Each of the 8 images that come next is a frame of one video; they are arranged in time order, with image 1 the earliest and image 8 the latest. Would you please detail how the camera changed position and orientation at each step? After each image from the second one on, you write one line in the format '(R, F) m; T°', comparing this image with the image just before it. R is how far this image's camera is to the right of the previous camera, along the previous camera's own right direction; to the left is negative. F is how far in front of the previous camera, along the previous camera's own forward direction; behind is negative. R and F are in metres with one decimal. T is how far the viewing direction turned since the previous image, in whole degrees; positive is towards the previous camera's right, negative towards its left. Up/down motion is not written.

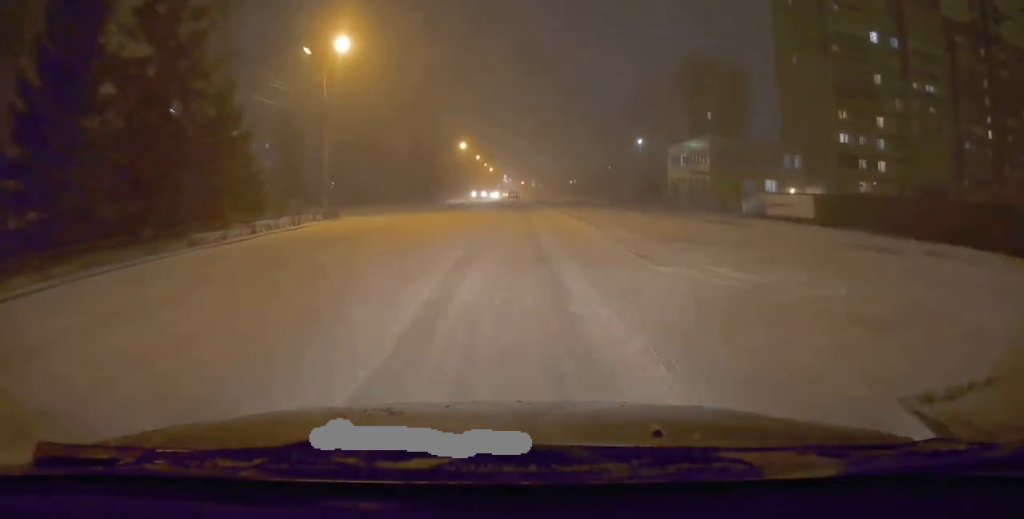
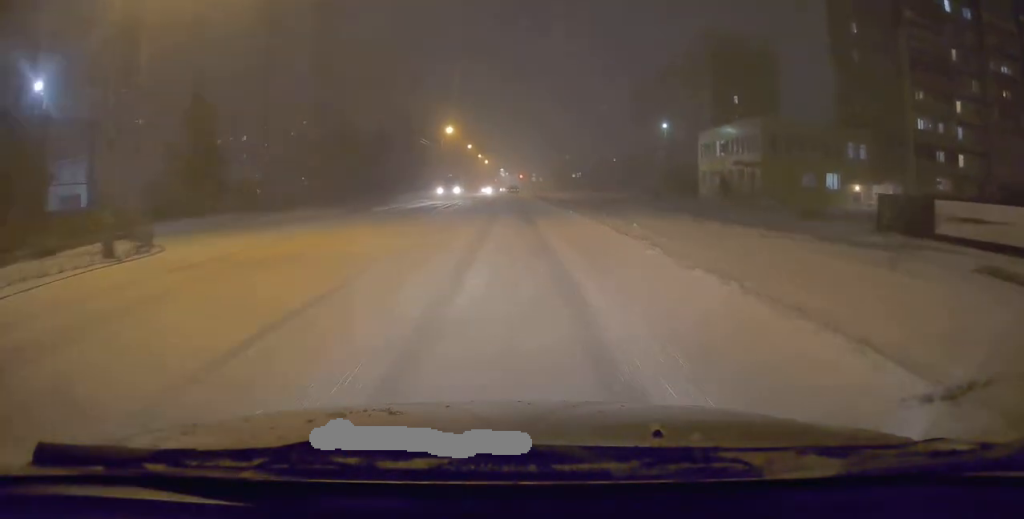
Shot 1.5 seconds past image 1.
(-0.2, +16.4) m; -2°
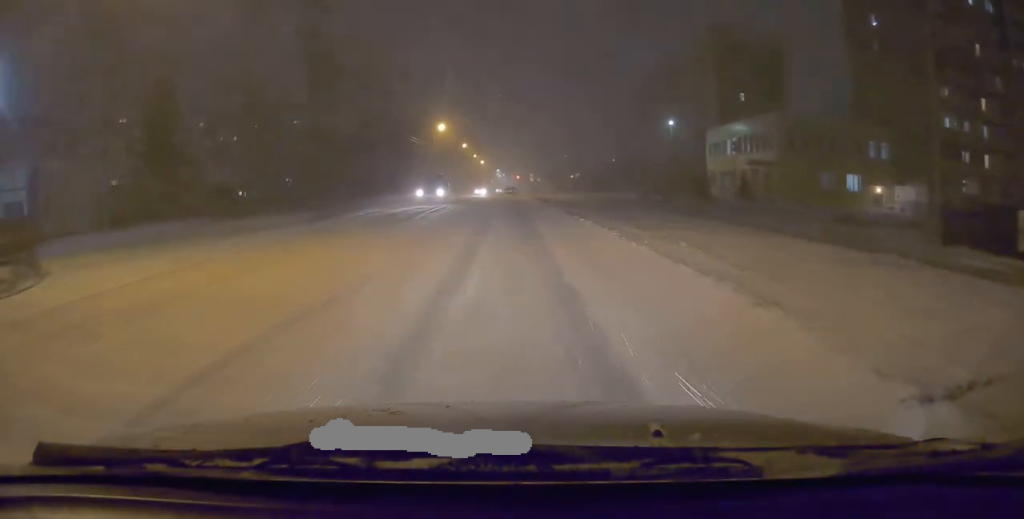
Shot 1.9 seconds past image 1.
(-0.1, +4.8) m; 0°
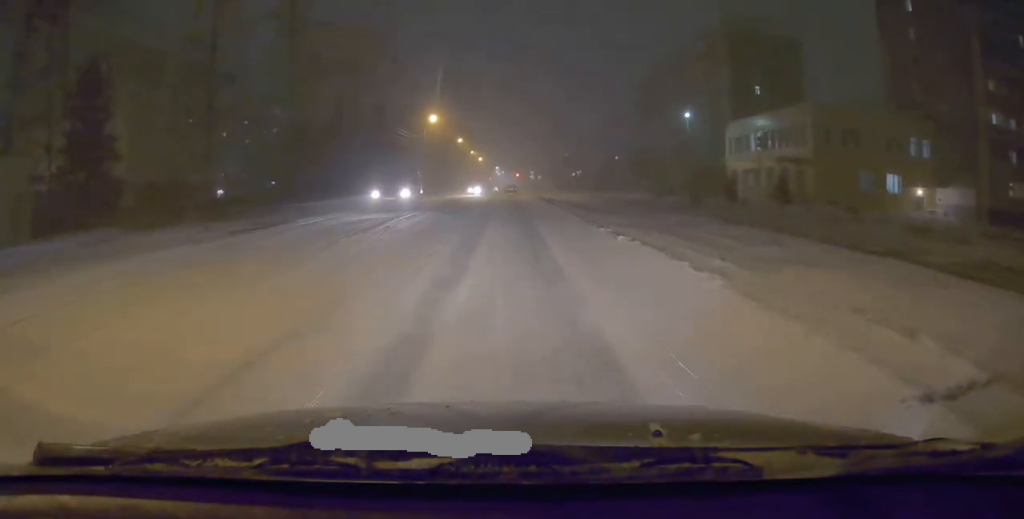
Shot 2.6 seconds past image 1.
(0.0, +7.0) m; +1°
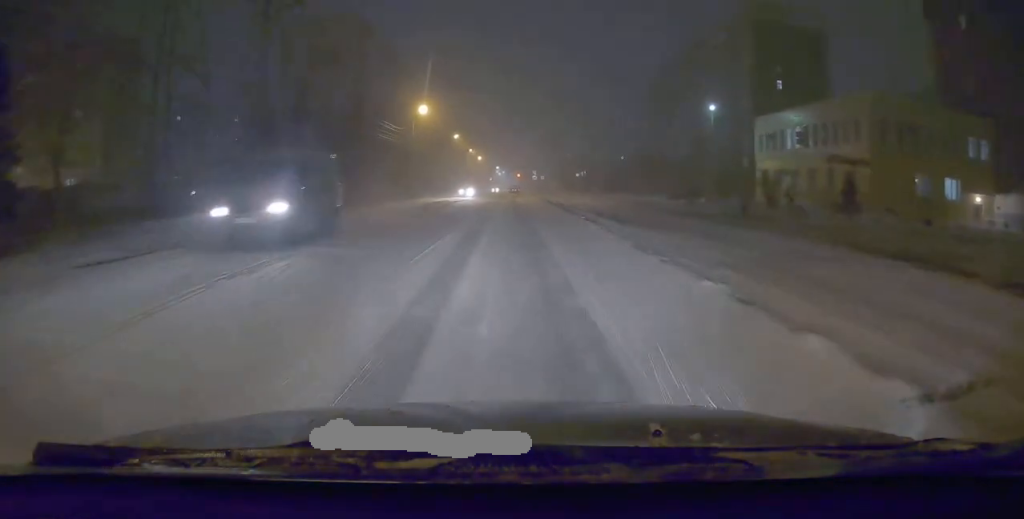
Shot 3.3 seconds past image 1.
(+0.2, +8.0) m; +1°
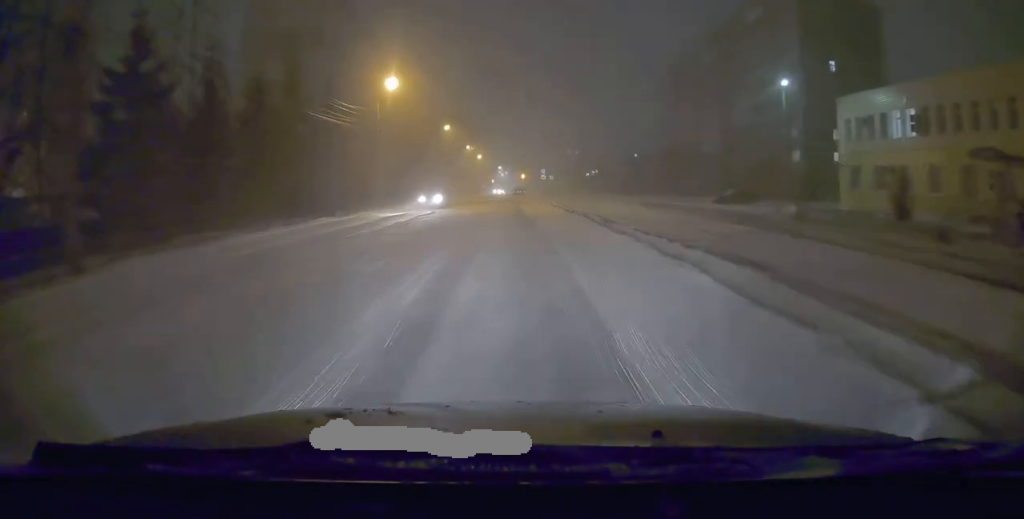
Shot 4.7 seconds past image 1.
(-0.2, +15.4) m; -1°
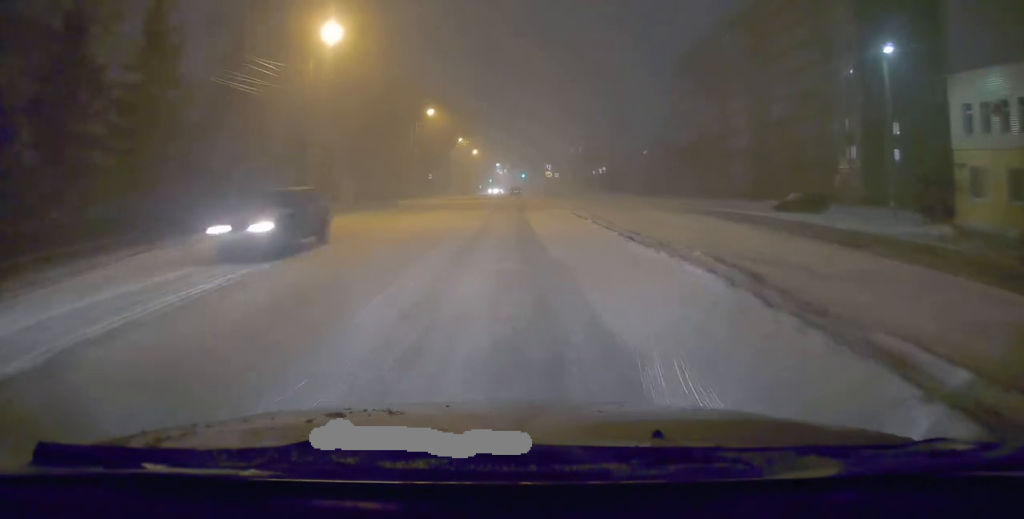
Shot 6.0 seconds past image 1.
(0.0, +13.1) m; 0°
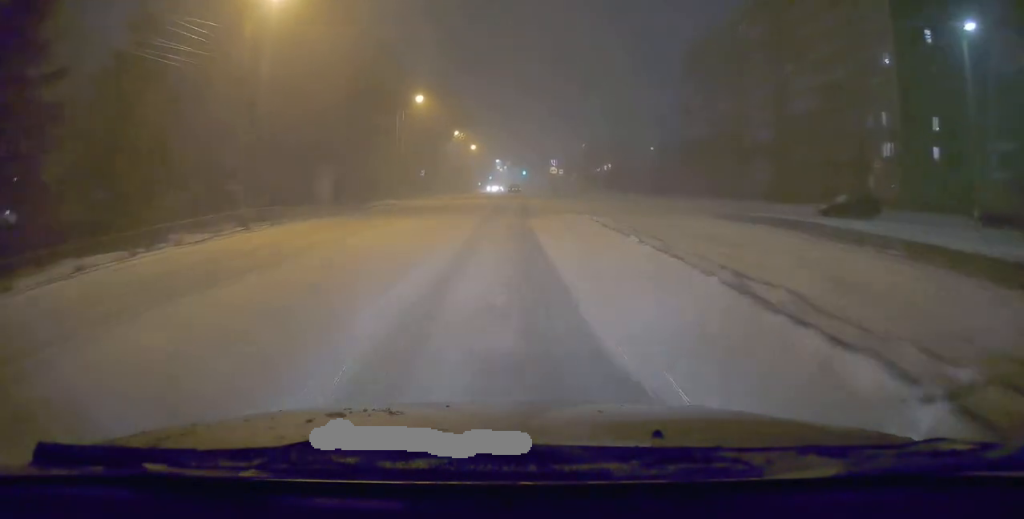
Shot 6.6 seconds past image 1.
(0.0, +6.7) m; 0°
